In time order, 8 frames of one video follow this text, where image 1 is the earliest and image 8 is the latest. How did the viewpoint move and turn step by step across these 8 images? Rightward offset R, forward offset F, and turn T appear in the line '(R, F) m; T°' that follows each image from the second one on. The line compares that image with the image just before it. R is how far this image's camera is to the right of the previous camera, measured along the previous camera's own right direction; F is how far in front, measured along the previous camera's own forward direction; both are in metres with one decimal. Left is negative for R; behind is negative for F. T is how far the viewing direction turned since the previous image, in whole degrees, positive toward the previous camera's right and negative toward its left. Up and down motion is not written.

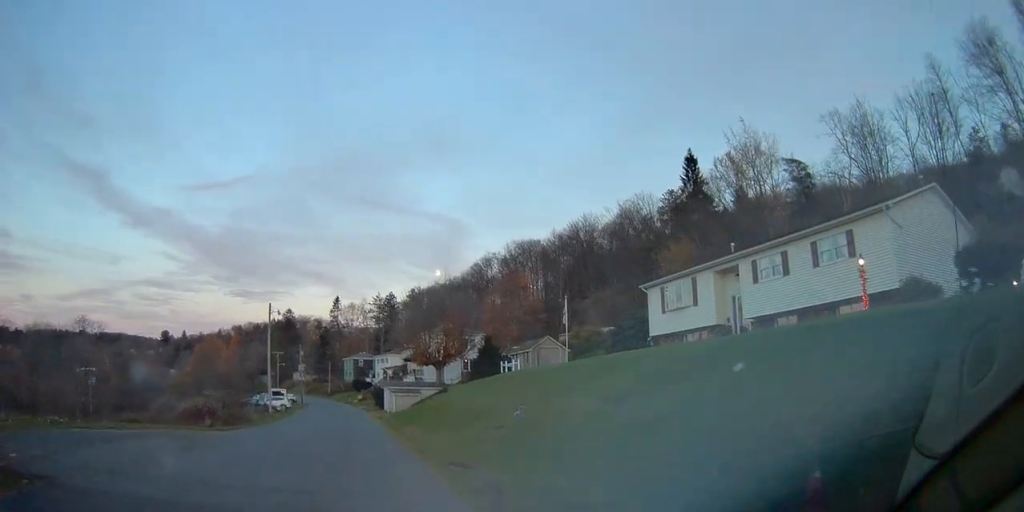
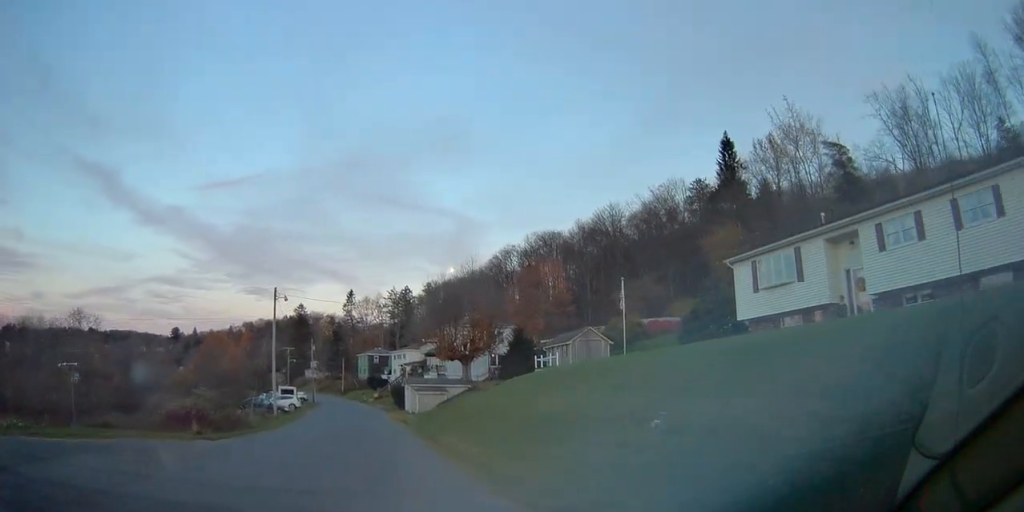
(-0.2, +5.8) m; -2°
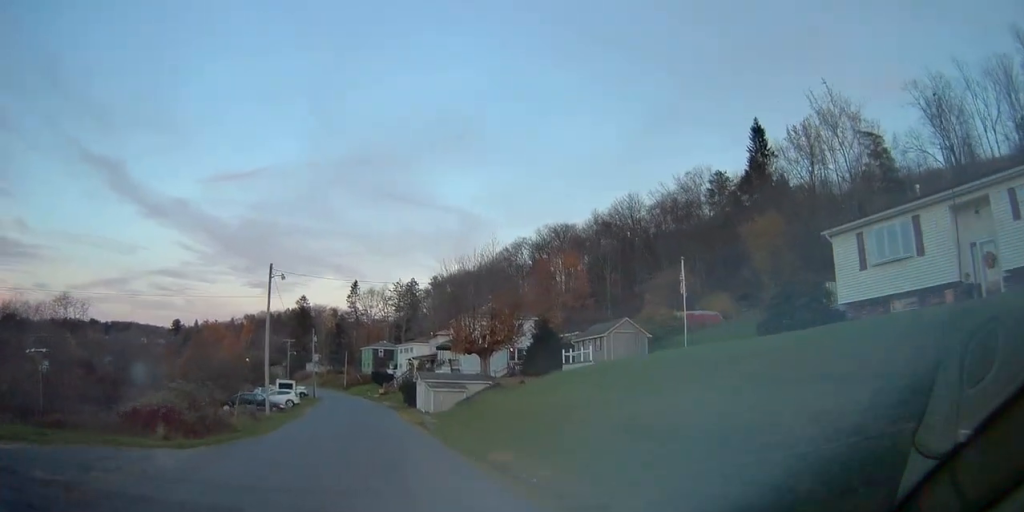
(0.0, +5.7) m; 0°
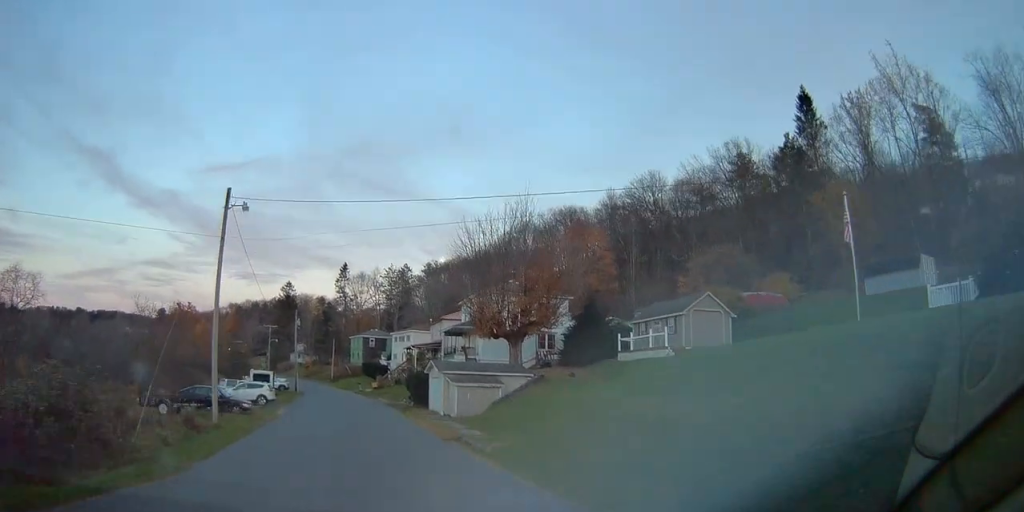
(0.0, +11.6) m; 0°
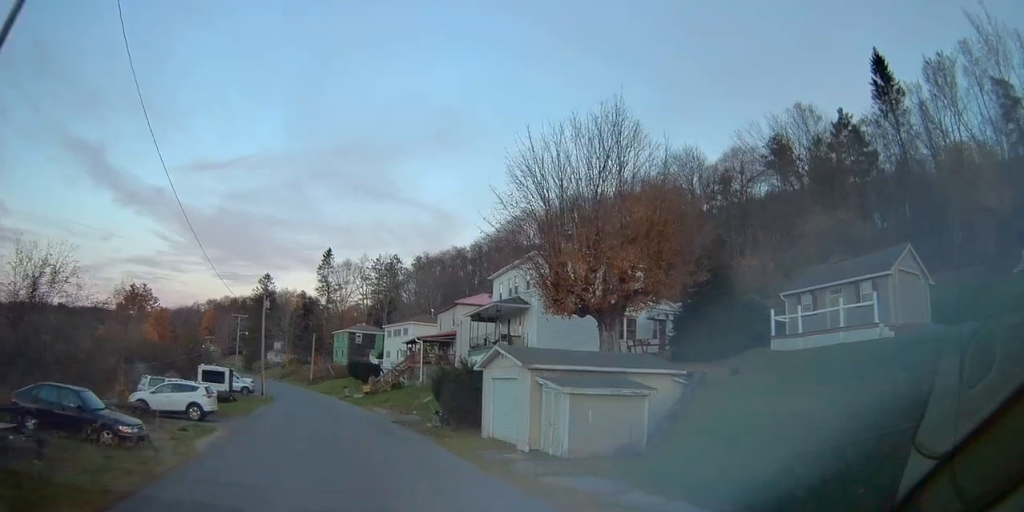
(0.0, +15.7) m; +1°
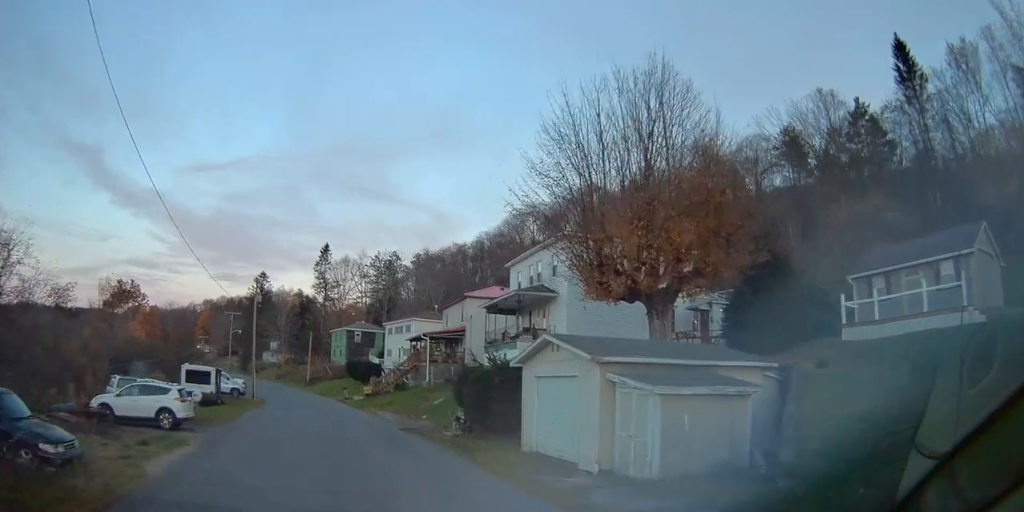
(0.0, +4.2) m; 0°
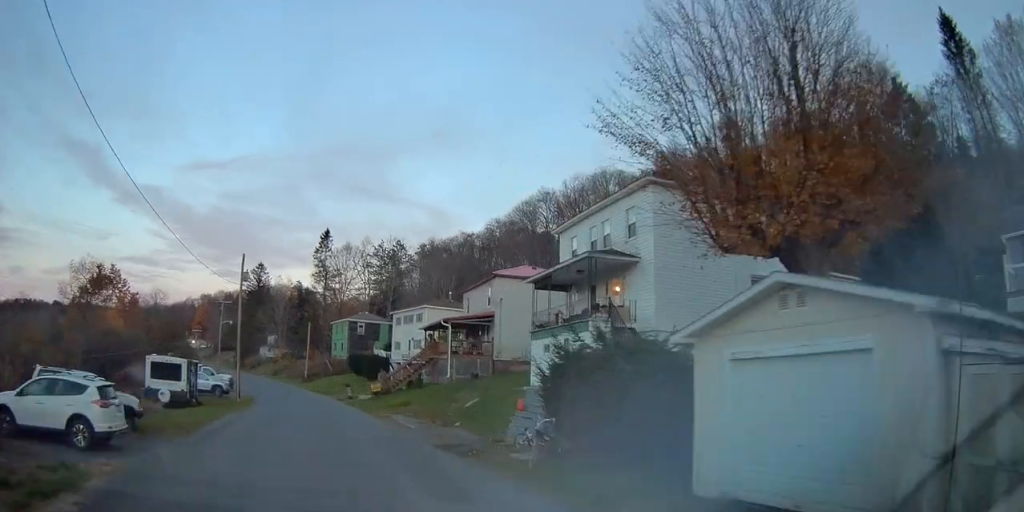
(+0.1, +7.6) m; 0°
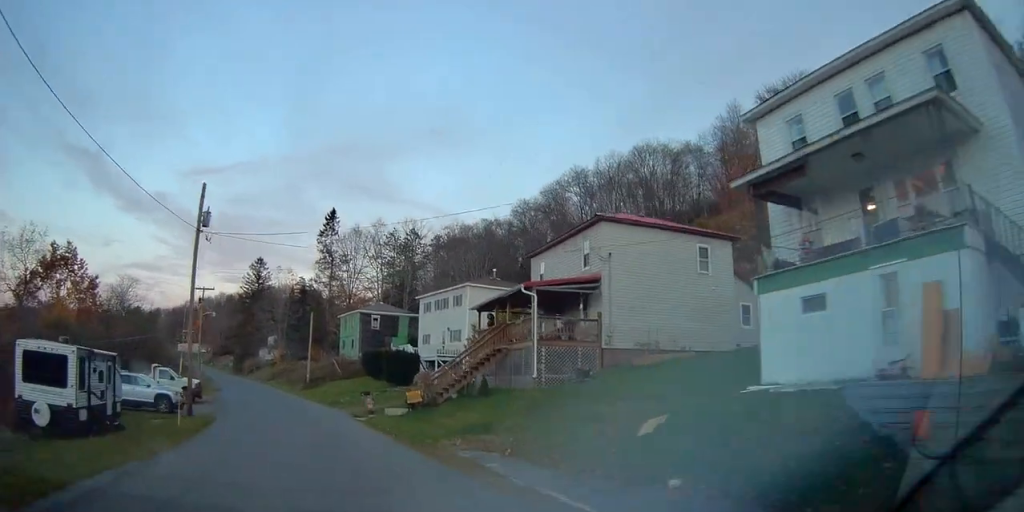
(-0.1, +14.6) m; 0°
